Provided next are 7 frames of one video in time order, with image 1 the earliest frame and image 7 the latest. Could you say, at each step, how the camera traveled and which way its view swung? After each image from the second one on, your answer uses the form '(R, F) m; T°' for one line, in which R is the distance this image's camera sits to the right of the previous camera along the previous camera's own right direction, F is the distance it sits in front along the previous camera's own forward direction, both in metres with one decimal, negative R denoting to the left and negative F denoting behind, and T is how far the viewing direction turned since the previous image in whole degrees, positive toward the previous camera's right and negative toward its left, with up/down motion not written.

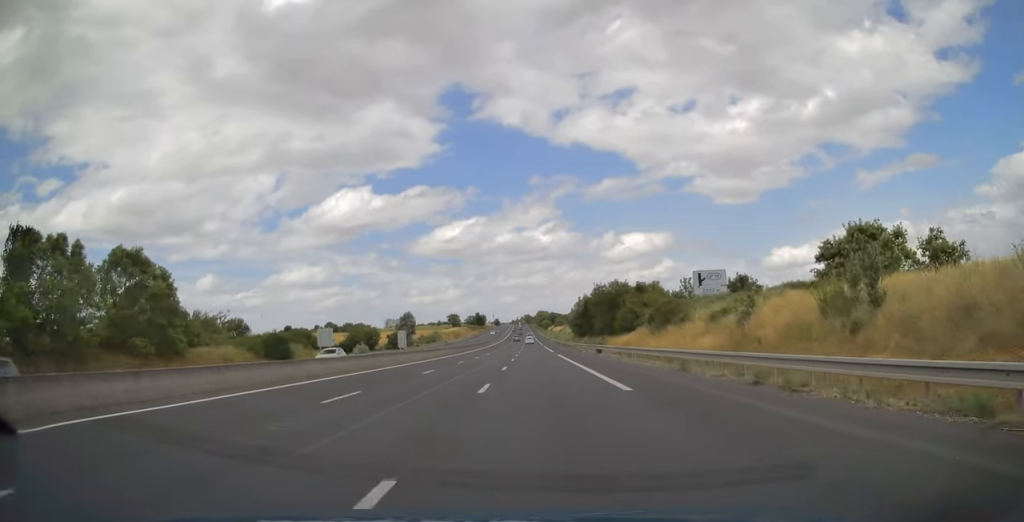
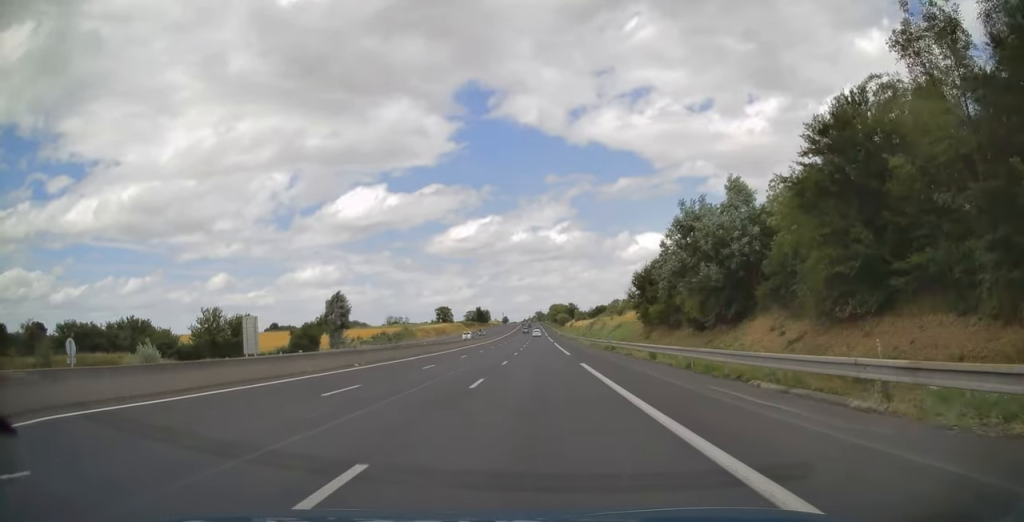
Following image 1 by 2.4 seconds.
(-1.0, +76.6) m; -1°
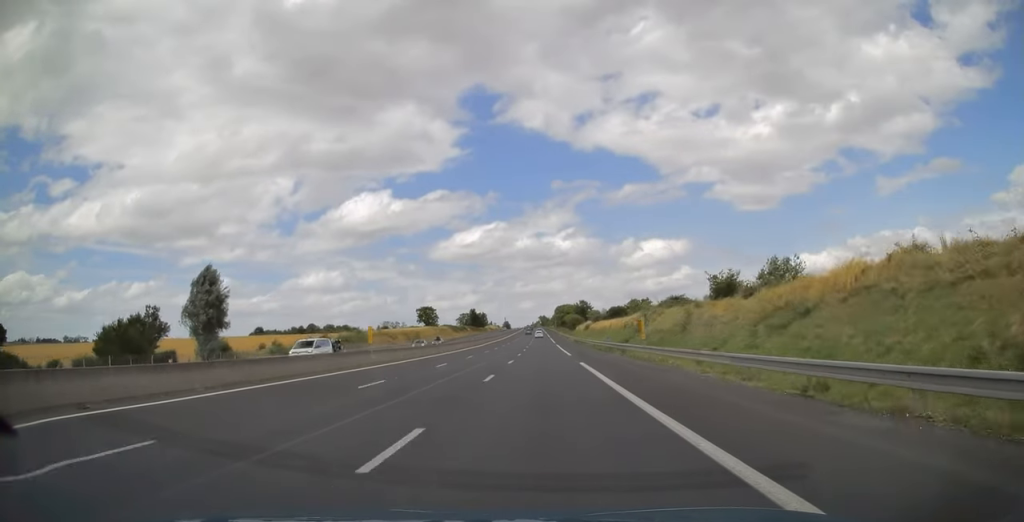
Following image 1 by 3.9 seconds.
(-0.2, +49.2) m; 0°
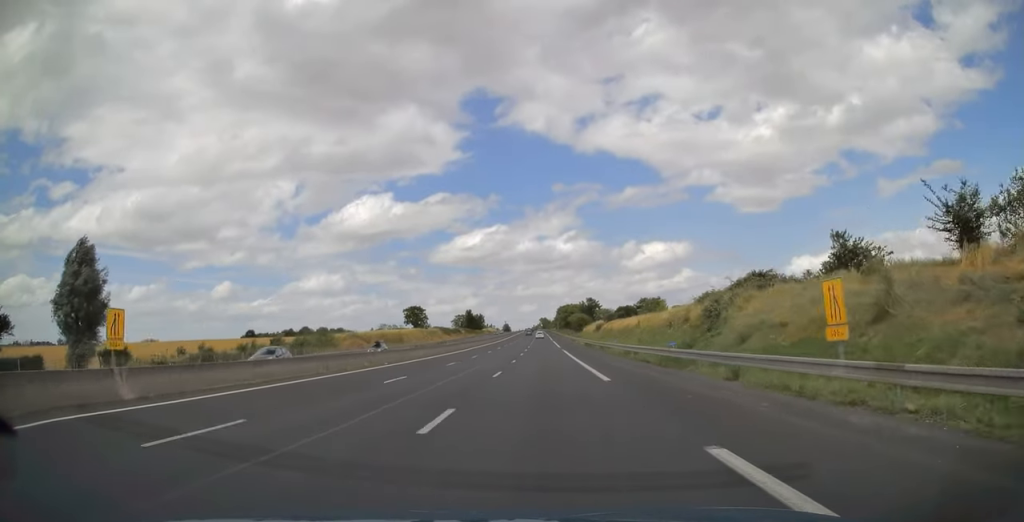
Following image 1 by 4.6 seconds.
(0.0, +23.2) m; 0°
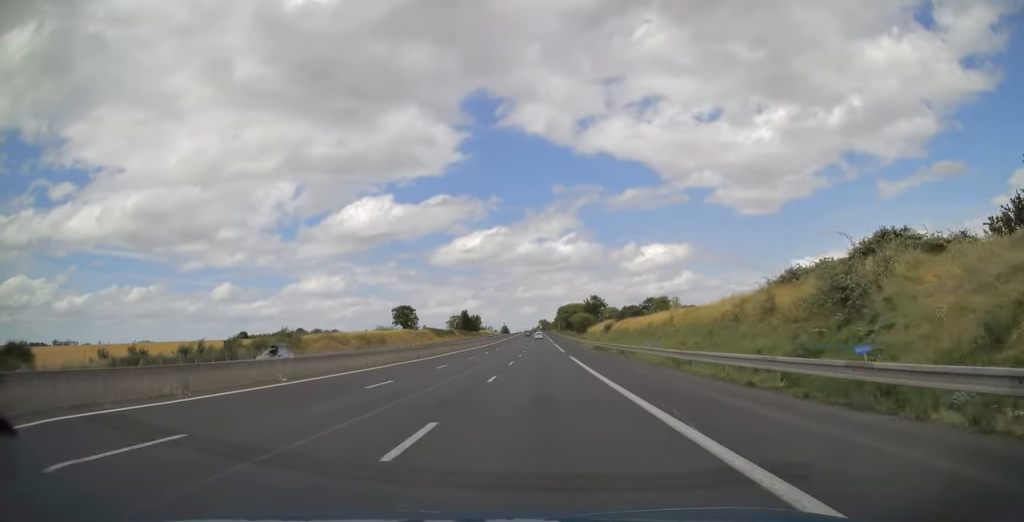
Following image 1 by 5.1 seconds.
(0.0, +15.0) m; 0°
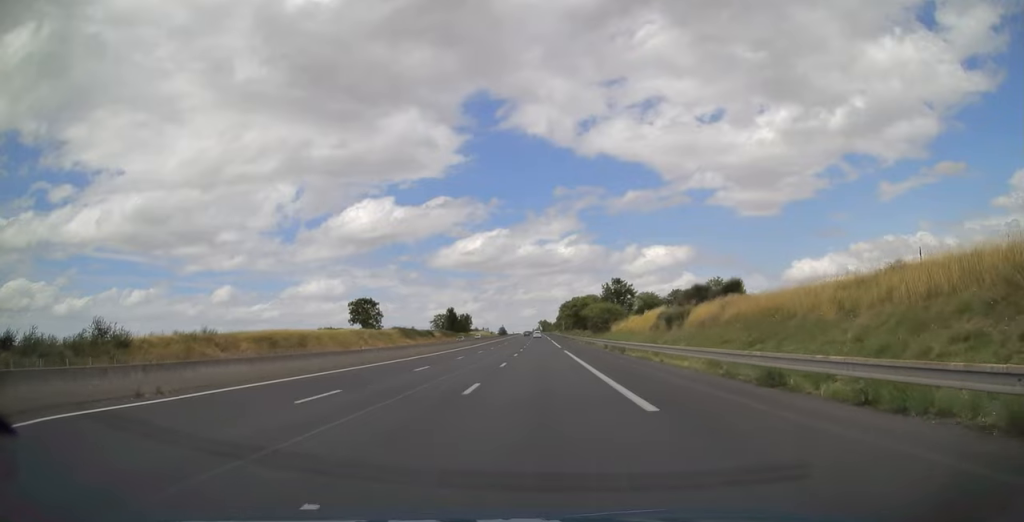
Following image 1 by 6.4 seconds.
(0.0, +44.0) m; 0°
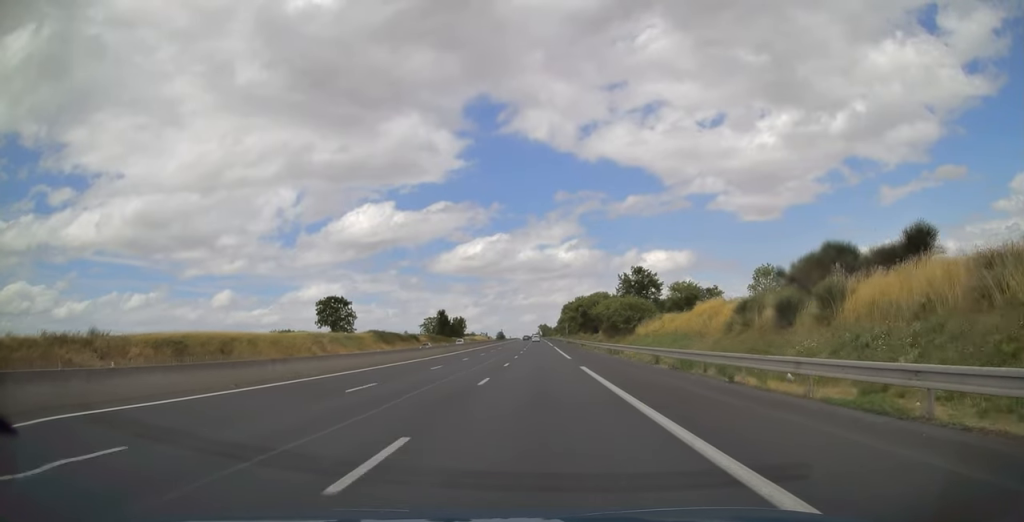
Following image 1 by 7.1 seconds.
(0.0, +21.9) m; 0°
